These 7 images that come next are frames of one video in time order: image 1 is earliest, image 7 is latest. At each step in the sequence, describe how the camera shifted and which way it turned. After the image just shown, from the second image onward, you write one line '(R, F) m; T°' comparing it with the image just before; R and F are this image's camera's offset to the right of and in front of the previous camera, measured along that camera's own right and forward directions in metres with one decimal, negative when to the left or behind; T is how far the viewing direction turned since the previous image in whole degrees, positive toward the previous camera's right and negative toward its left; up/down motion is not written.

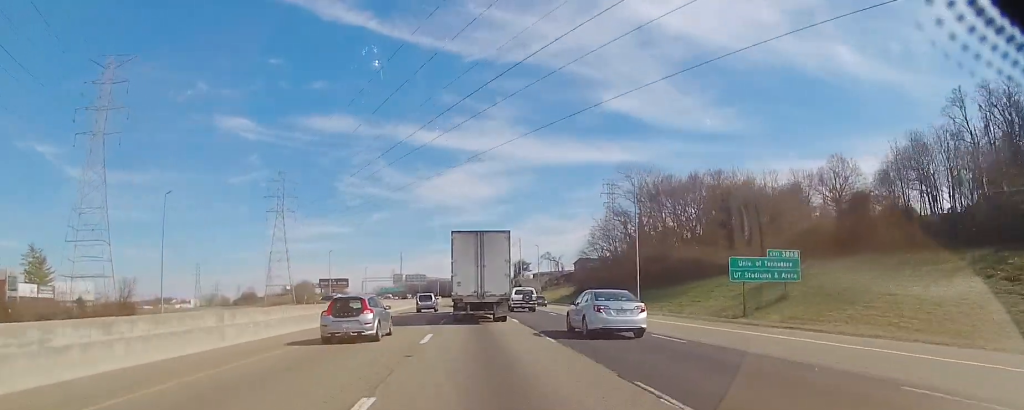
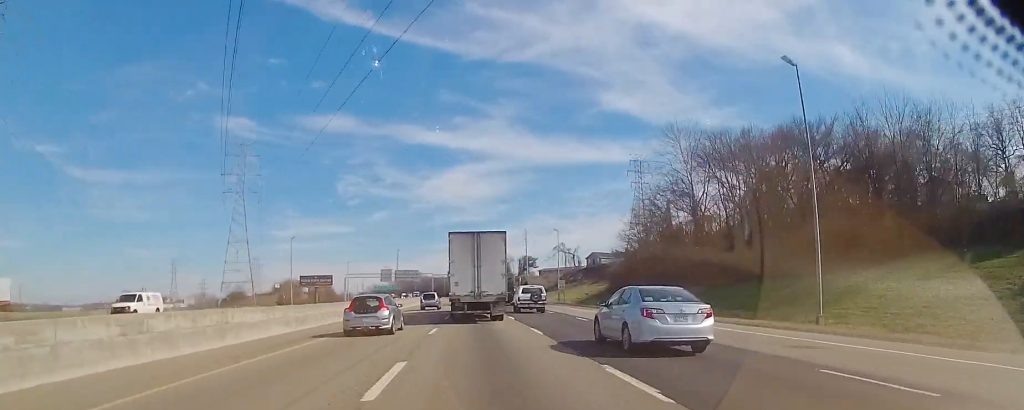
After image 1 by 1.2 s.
(-0.3, +33.7) m; 0°
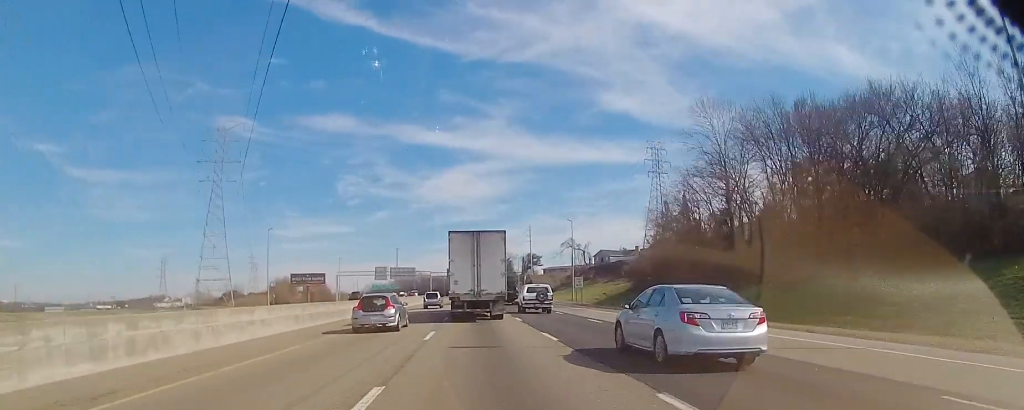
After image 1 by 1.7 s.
(0.0, +15.0) m; 0°
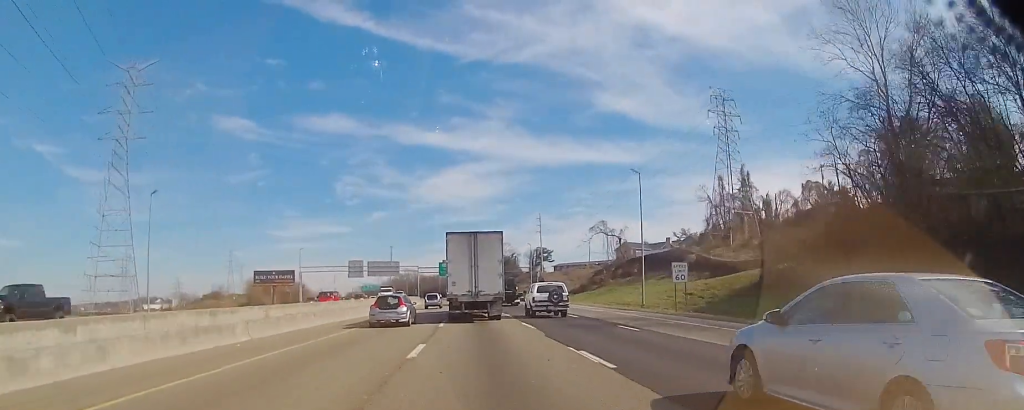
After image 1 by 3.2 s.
(-0.5, +42.0) m; -2°
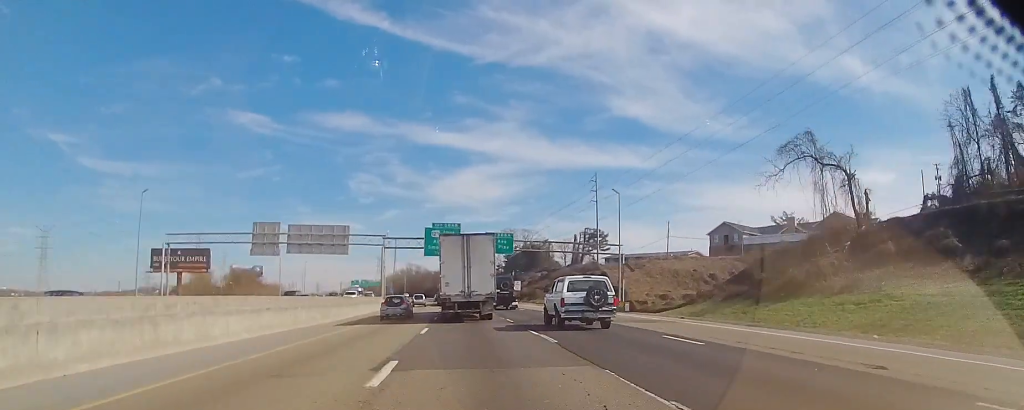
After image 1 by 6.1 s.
(-0.8, +77.8) m; -1°
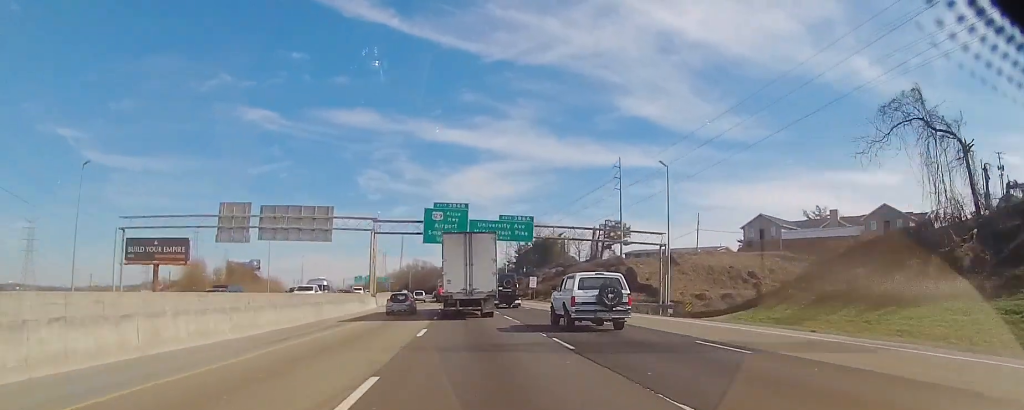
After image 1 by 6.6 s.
(0.0, +14.4) m; 0°
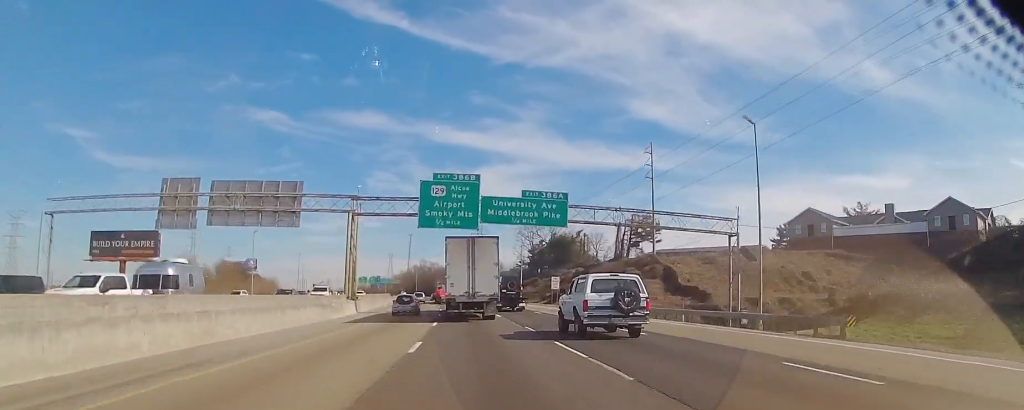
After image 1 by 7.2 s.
(0.0, +16.3) m; 0°
